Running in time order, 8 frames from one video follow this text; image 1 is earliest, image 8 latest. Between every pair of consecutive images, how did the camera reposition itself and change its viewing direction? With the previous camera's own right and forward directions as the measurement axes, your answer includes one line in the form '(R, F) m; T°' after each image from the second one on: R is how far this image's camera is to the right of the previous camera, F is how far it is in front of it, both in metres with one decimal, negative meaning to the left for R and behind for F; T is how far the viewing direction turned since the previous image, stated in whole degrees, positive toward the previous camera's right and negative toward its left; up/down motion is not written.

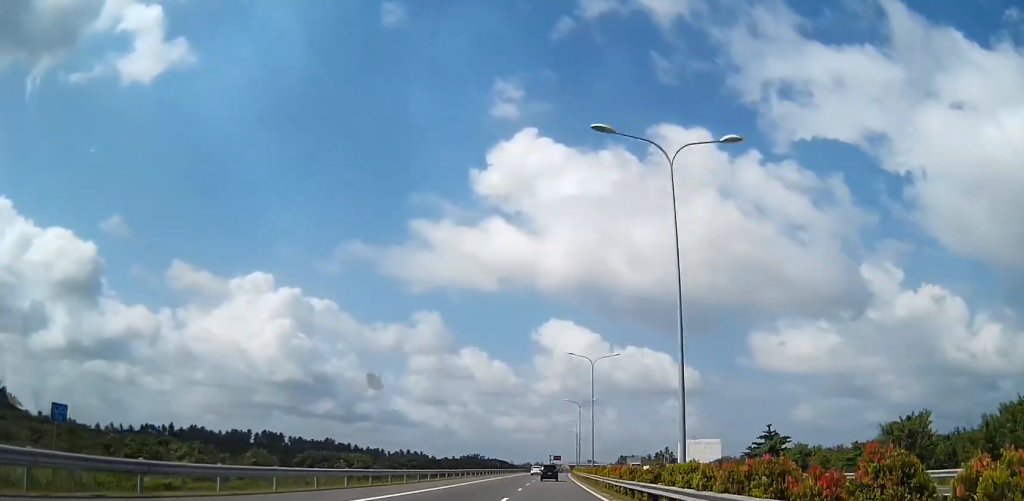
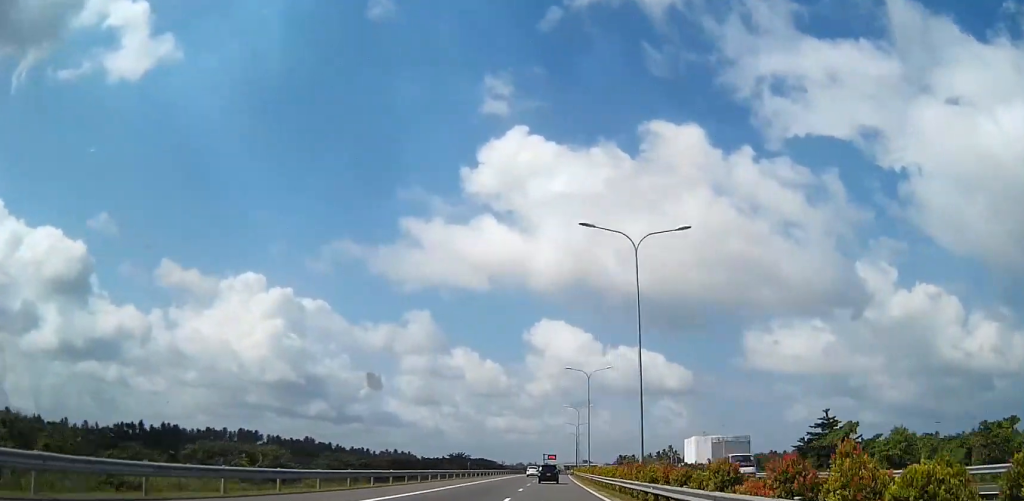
(+0.1, +37.0) m; +1°
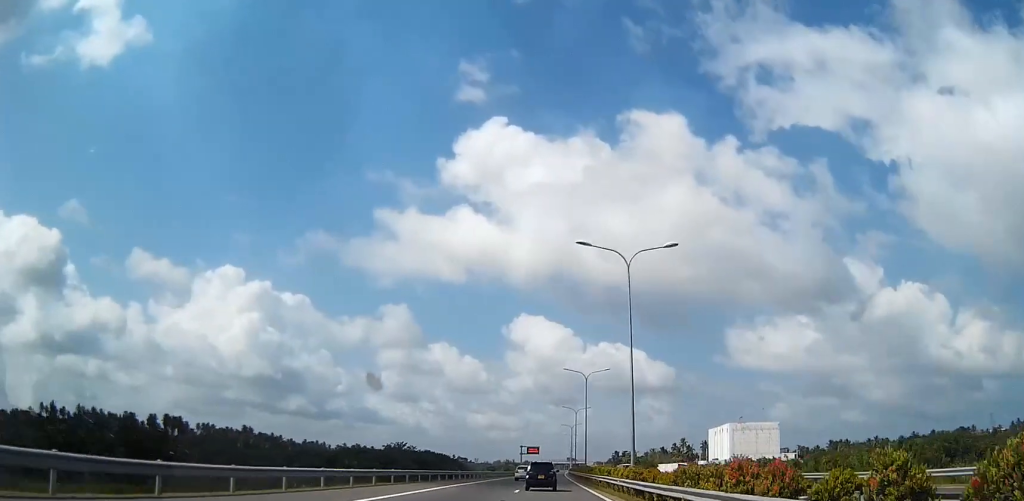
(+0.8, +90.2) m; +2°
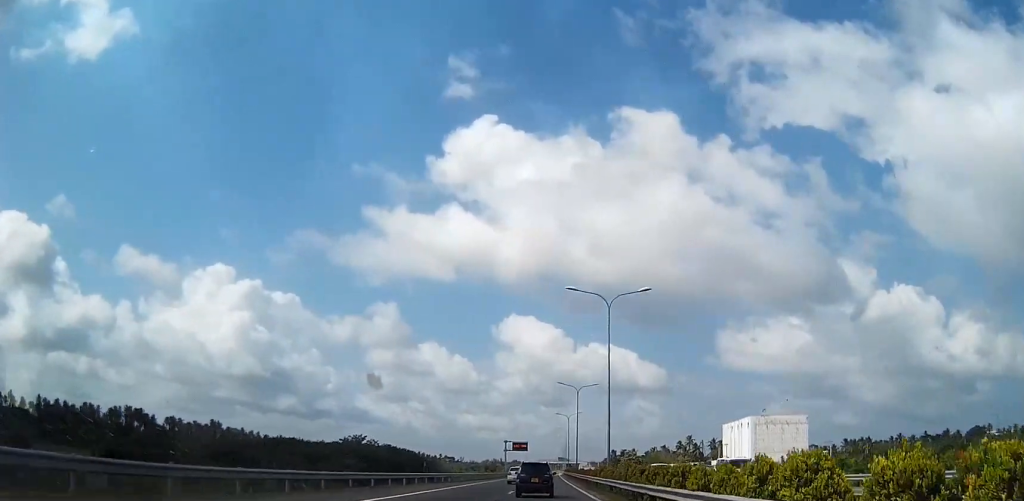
(+0.6, +36.6) m; +1°
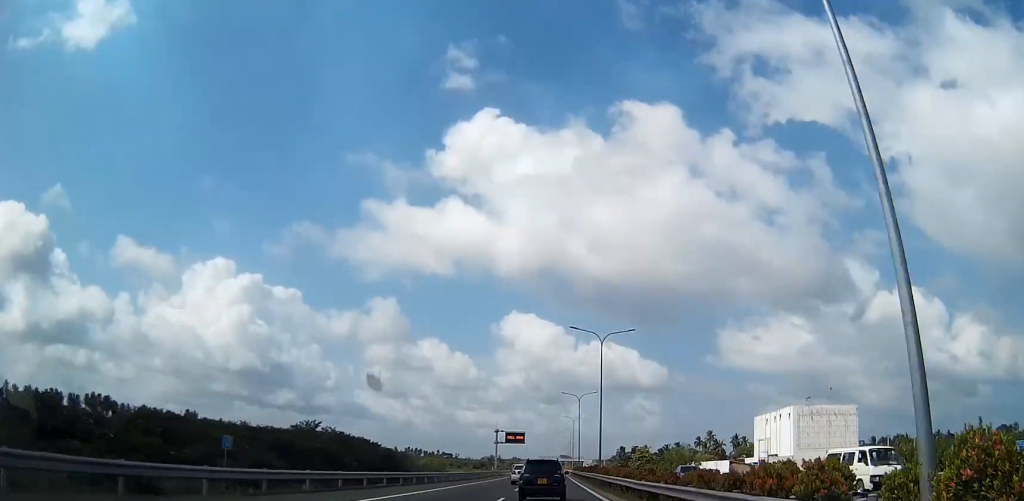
(+0.1, +35.5) m; 0°
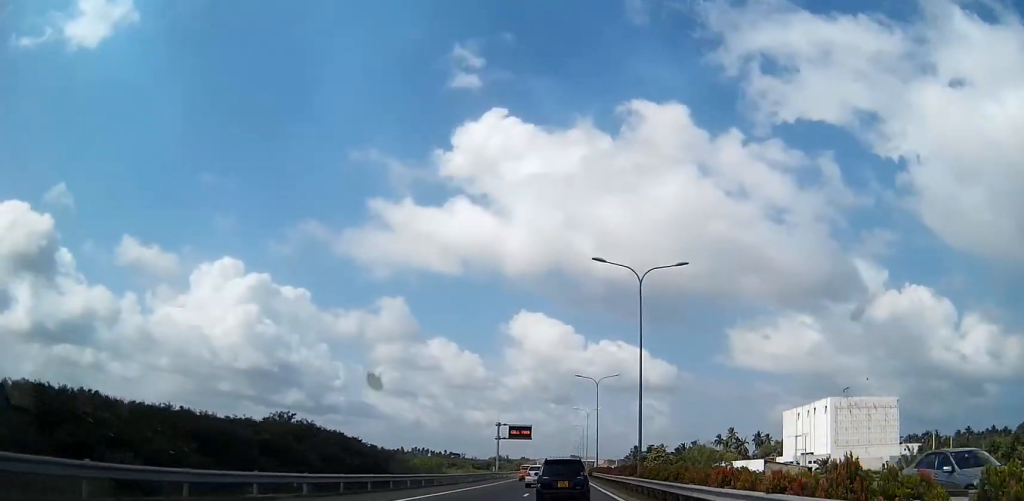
(0.0, +18.6) m; 0°
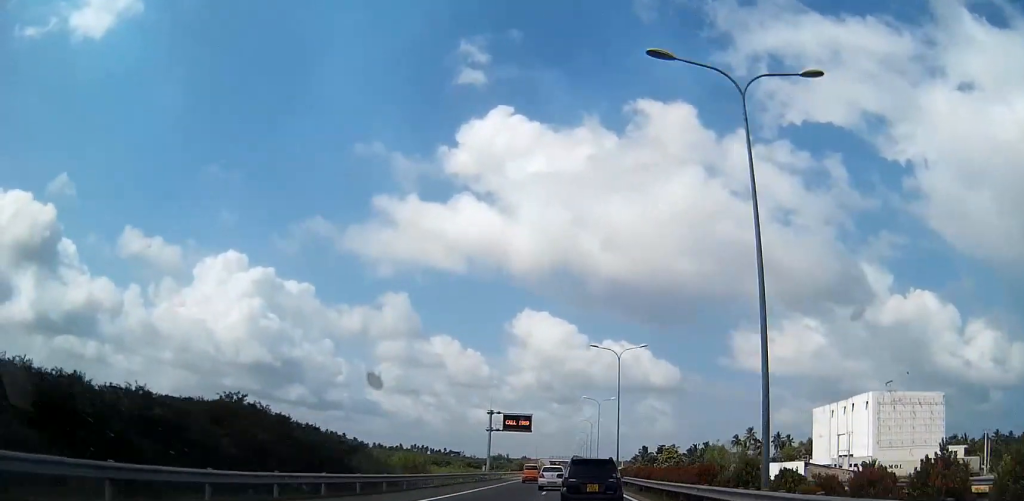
(0.0, +20.7) m; 0°
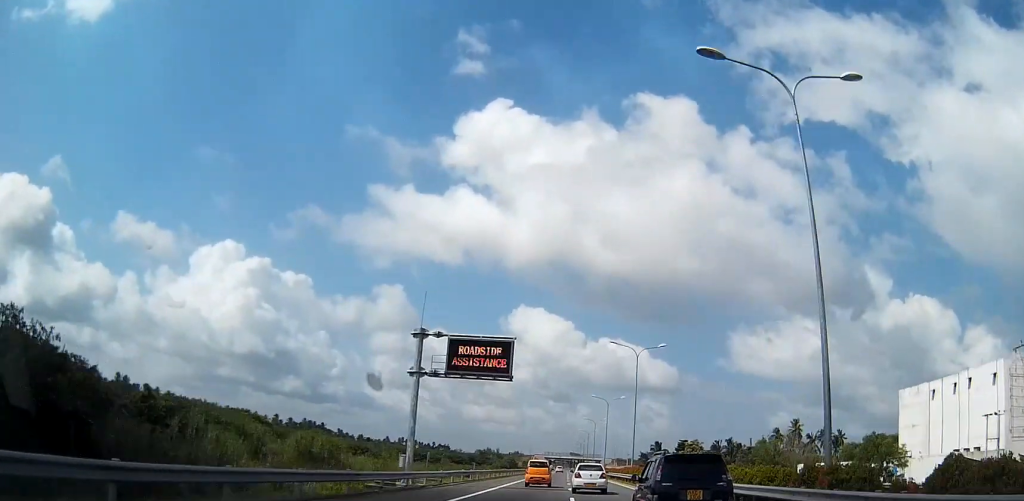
(0.0, +47.4) m; 0°
